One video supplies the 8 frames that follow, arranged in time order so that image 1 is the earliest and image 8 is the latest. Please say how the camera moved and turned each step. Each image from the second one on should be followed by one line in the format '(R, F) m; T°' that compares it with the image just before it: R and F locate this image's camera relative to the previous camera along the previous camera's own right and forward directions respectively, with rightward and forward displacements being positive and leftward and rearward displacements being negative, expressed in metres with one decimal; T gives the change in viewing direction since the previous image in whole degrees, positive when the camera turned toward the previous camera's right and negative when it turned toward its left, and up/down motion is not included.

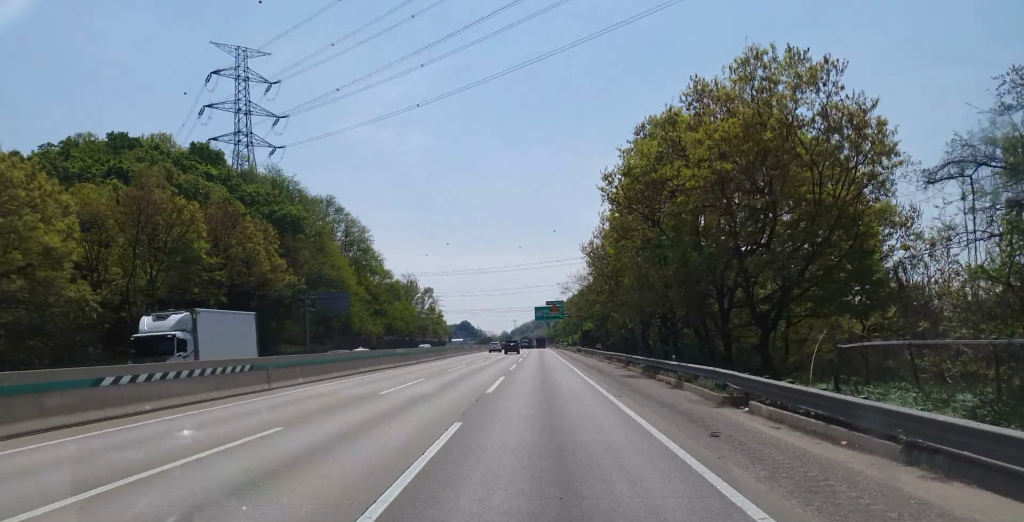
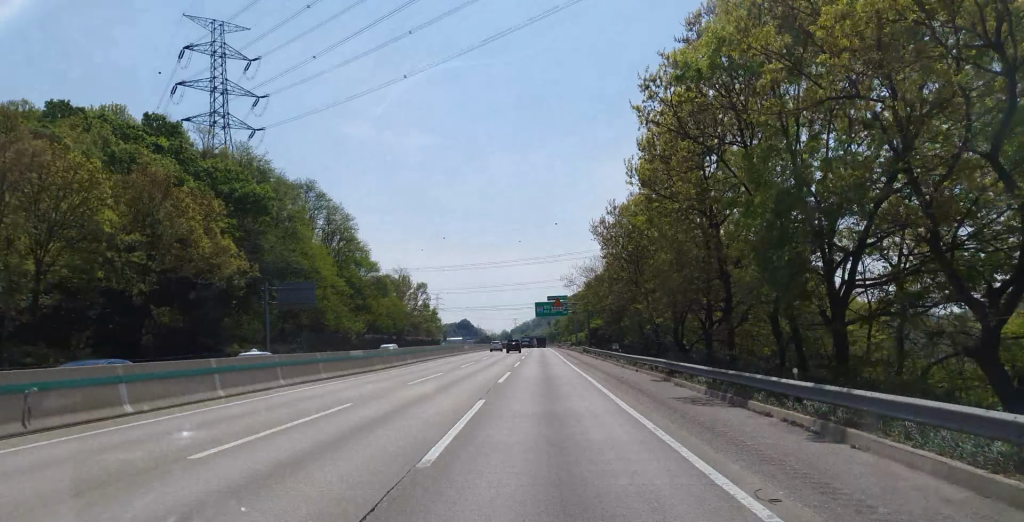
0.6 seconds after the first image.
(0.0, +15.4) m; 0°
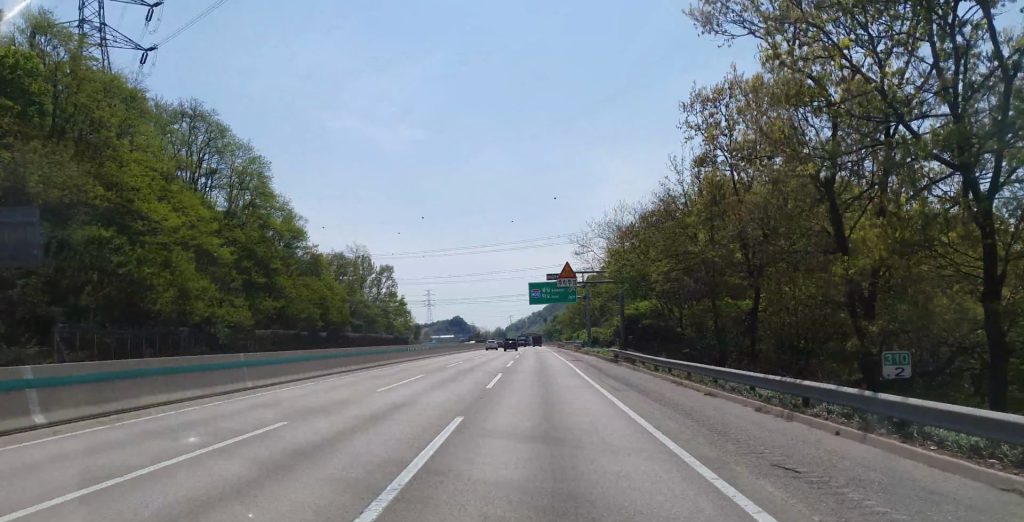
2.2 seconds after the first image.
(-0.1, +45.2) m; 0°
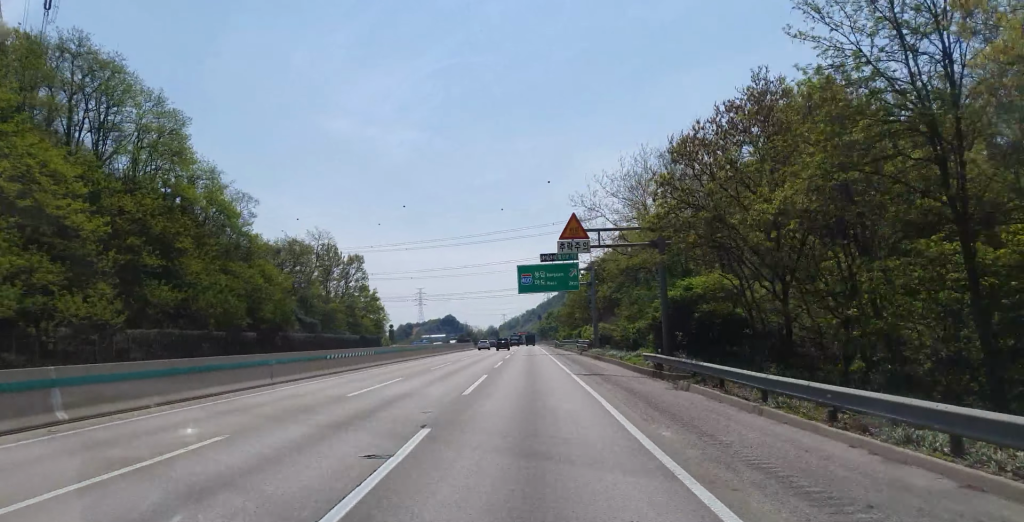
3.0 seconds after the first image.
(+0.1, +21.6) m; +1°
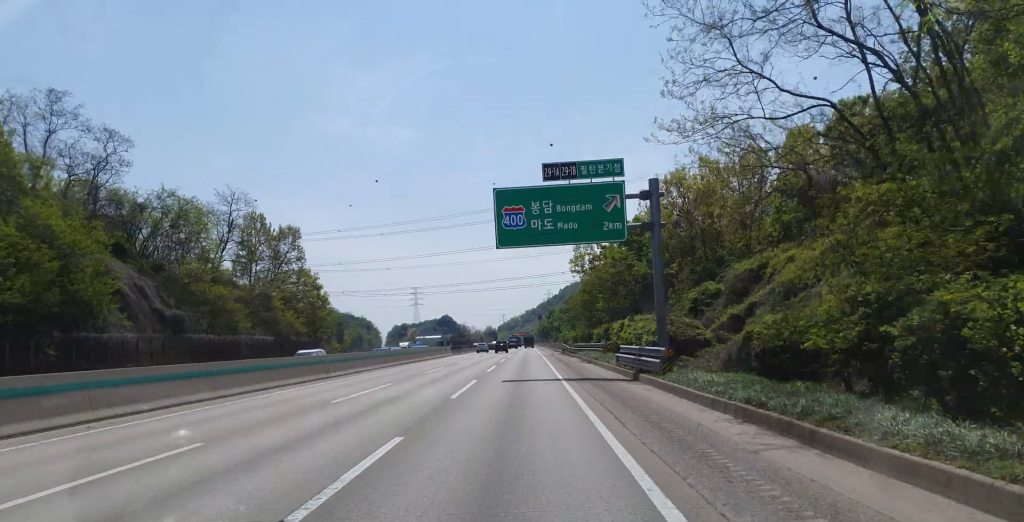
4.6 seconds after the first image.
(+0.2, +41.3) m; 0°
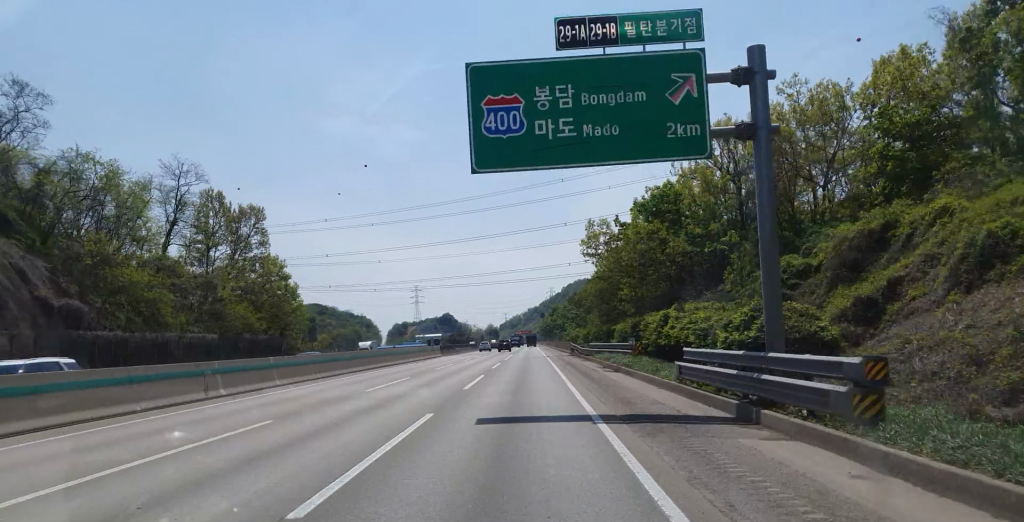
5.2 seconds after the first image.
(-0.4, +16.4) m; 0°
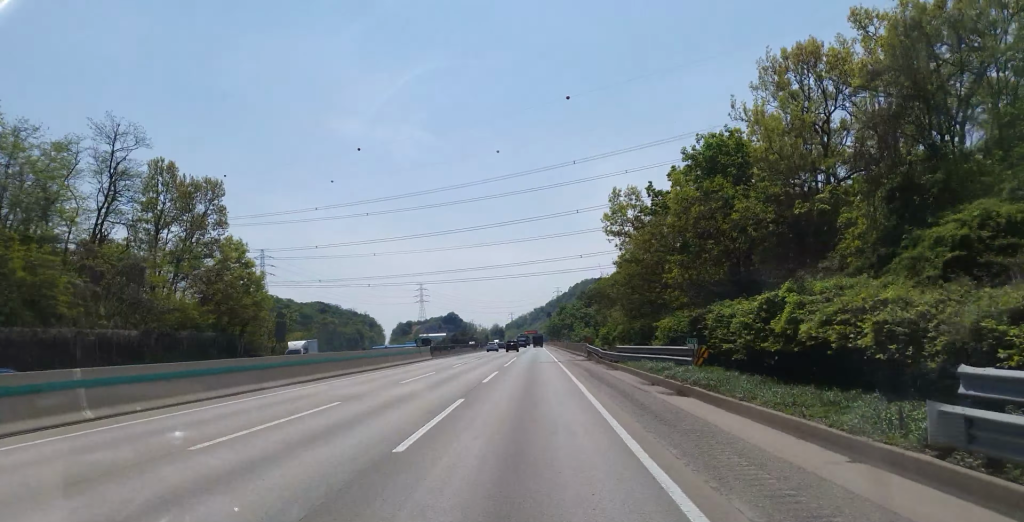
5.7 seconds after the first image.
(+0.4, +14.7) m; 0°
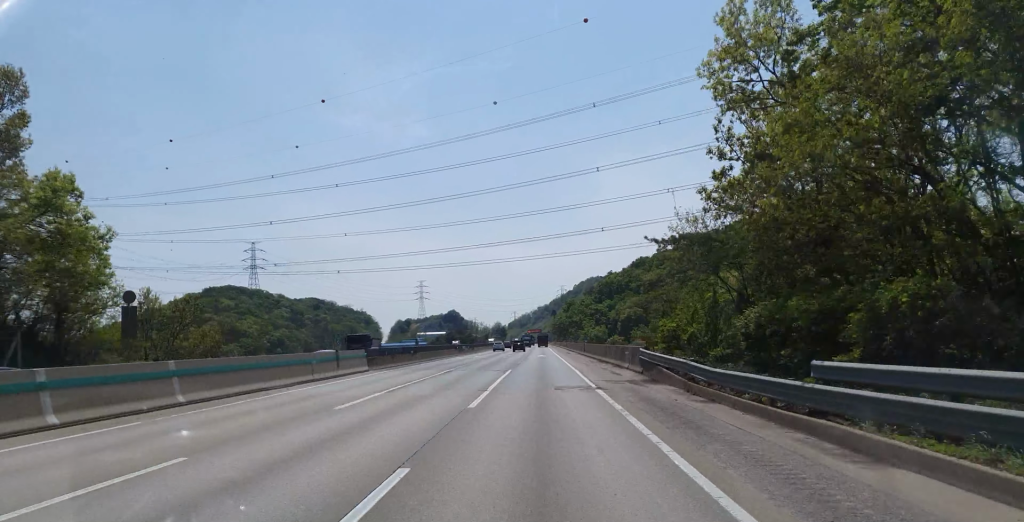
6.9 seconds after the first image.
(0.0, +32.7) m; -2°
